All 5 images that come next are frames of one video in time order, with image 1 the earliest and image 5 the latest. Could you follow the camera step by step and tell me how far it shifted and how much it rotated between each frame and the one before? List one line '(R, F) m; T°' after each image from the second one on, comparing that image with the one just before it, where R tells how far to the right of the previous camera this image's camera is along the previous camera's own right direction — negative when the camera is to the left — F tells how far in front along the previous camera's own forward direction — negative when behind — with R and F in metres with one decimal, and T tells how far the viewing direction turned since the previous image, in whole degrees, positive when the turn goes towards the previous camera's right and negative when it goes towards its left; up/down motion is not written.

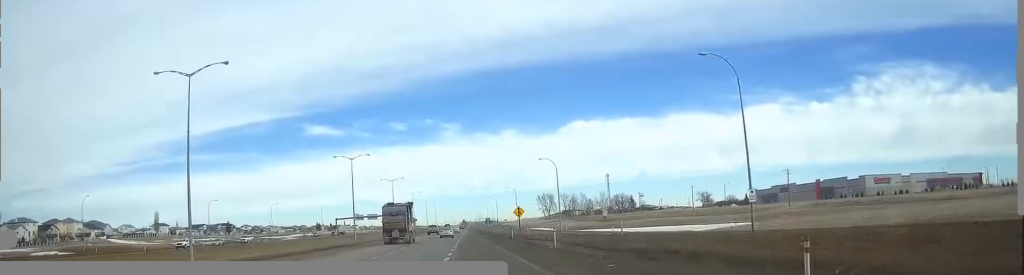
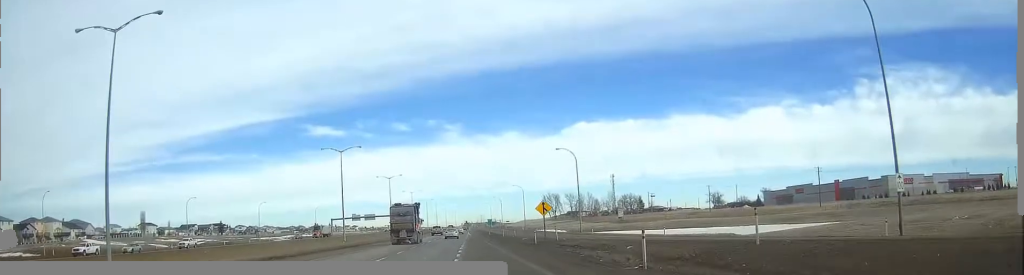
(-0.1, +18.2) m; 0°
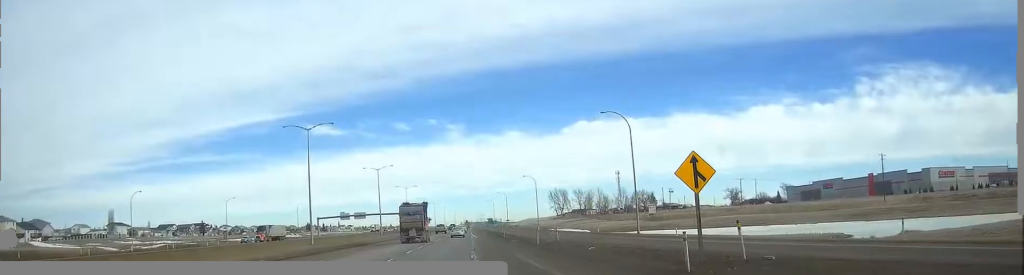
(+0.1, +33.5) m; 0°
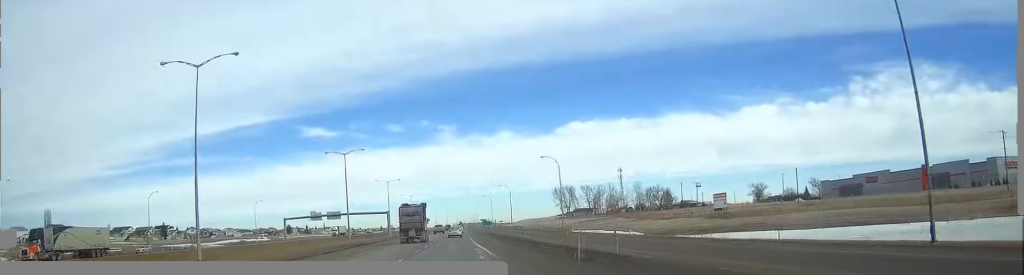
(+0.2, +50.4) m; +1°
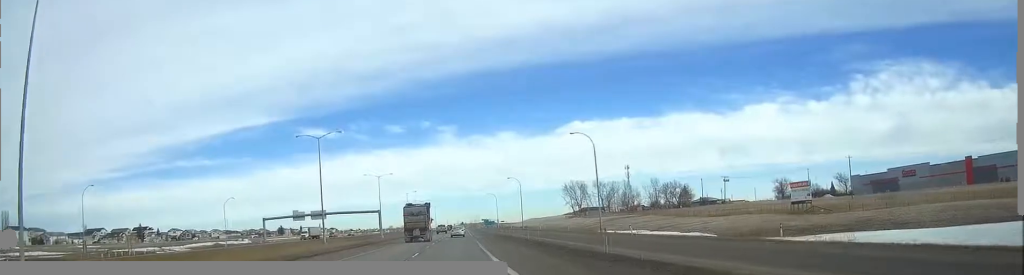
(+0.1, +30.6) m; 0°
